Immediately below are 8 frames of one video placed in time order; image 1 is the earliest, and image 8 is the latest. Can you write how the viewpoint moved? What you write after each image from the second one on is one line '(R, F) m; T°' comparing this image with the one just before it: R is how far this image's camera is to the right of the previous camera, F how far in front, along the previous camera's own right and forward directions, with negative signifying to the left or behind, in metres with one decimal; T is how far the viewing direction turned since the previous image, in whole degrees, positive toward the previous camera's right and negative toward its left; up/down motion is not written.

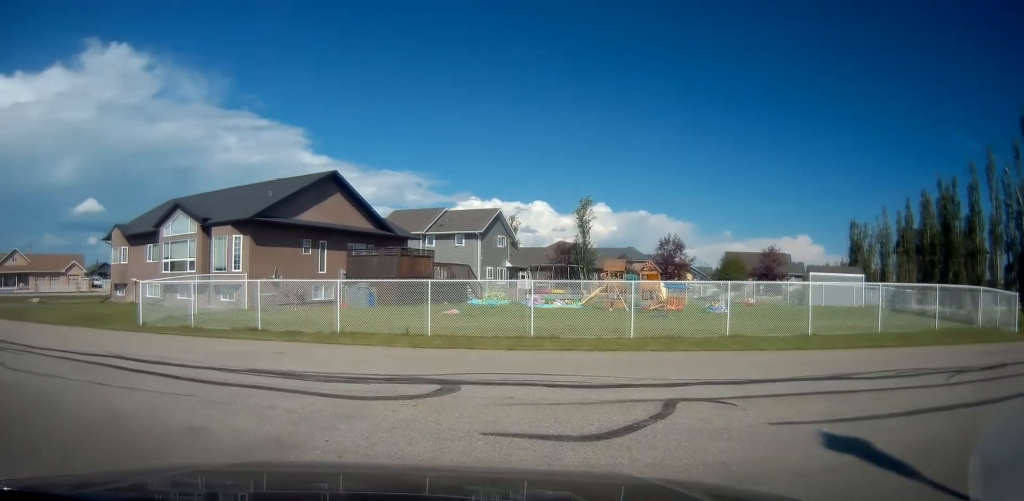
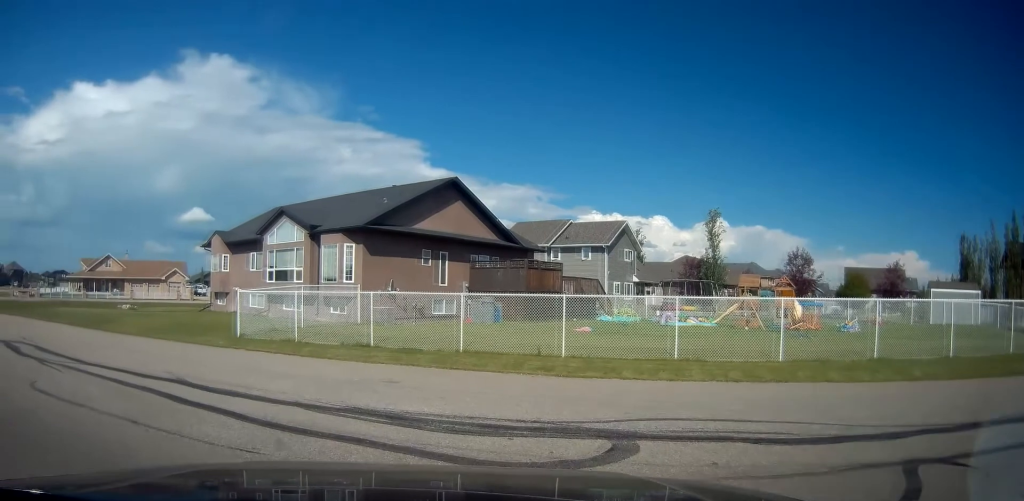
(0.0, +1.8) m; -6°
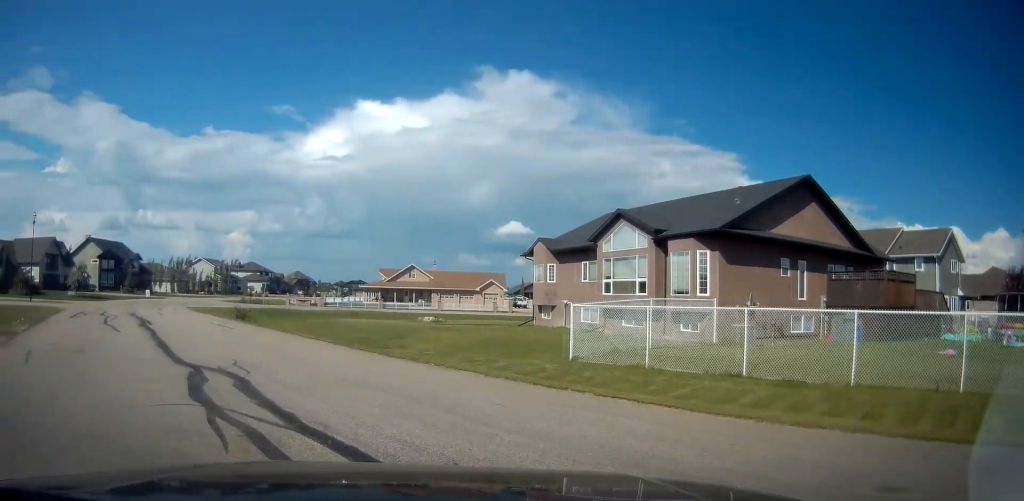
(-0.9, +4.0) m; -29°
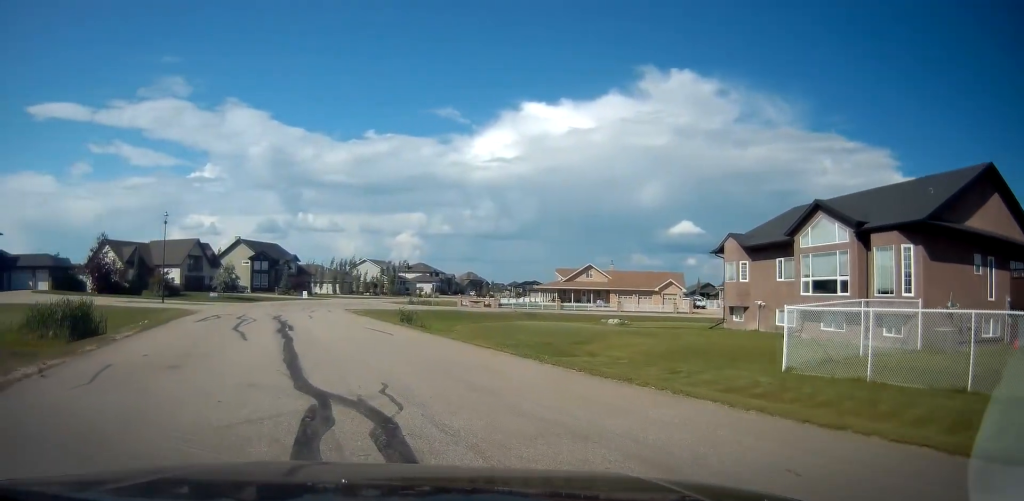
(-0.6, +2.6) m; -21°
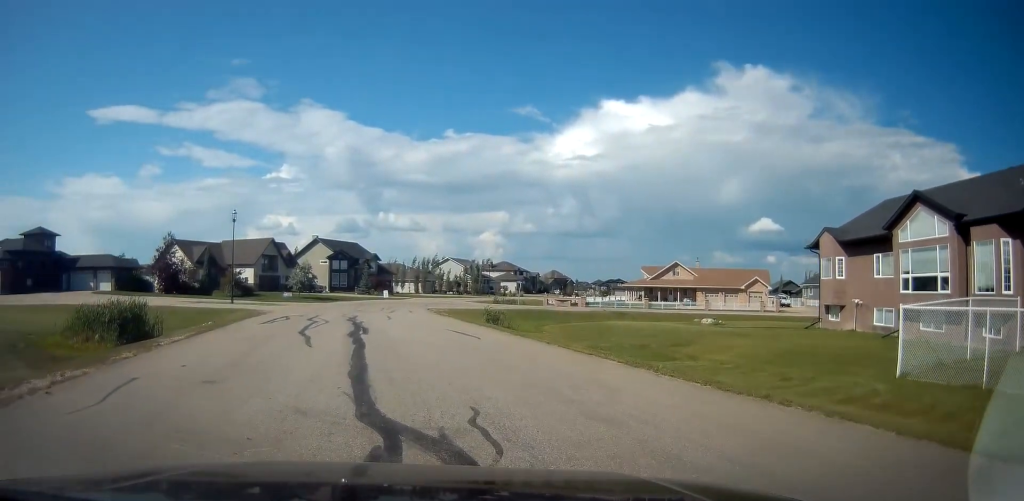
(-0.3, +1.8) m; -8°
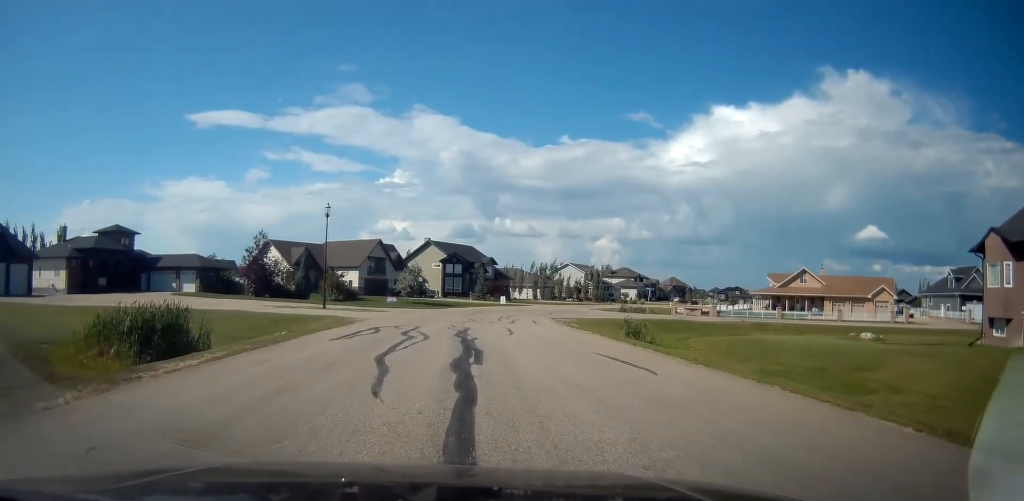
(+0.3, +6.0) m; +4°
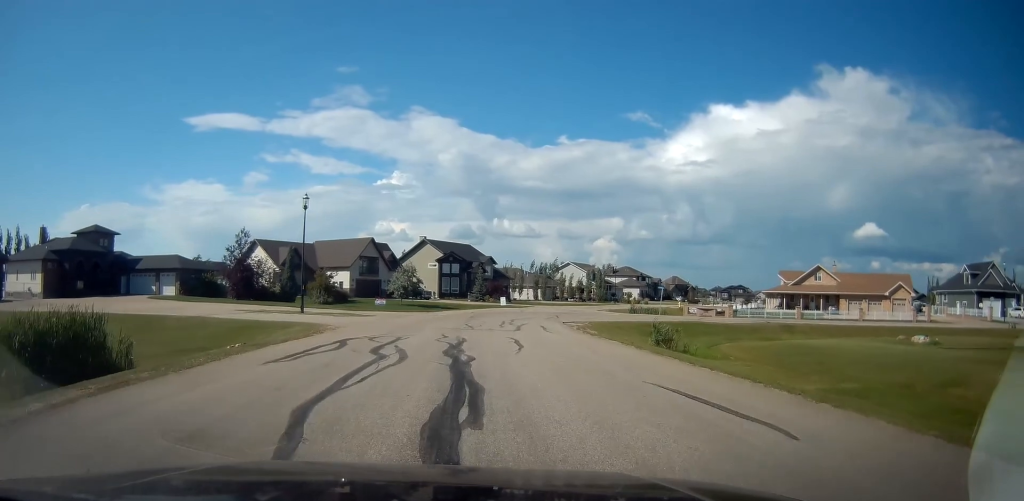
(0.0, +5.0) m; +1°
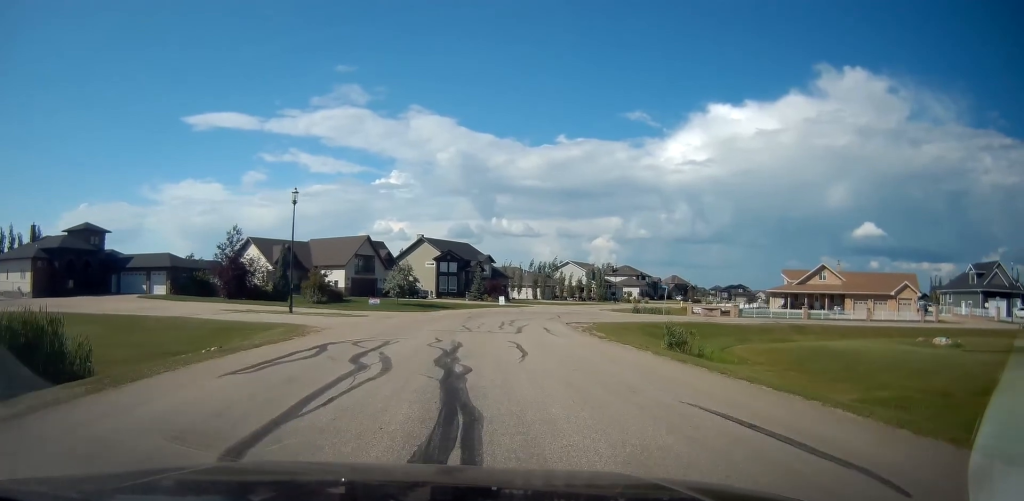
(0.0, +1.9) m; -1°
